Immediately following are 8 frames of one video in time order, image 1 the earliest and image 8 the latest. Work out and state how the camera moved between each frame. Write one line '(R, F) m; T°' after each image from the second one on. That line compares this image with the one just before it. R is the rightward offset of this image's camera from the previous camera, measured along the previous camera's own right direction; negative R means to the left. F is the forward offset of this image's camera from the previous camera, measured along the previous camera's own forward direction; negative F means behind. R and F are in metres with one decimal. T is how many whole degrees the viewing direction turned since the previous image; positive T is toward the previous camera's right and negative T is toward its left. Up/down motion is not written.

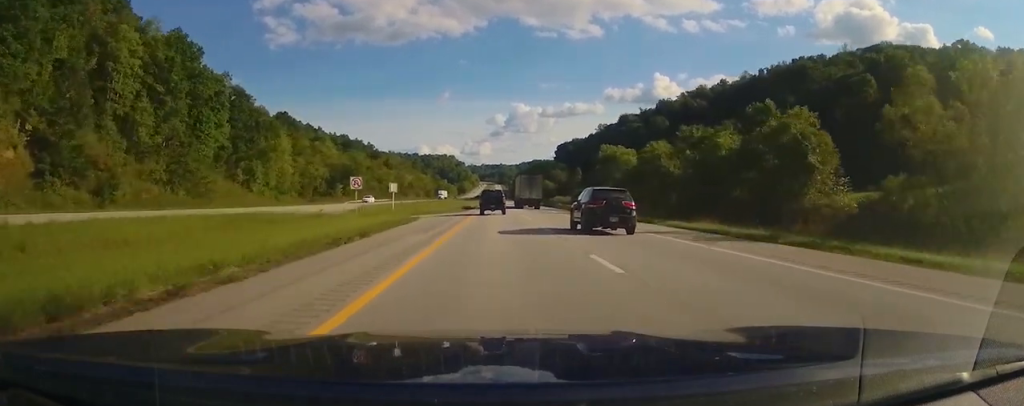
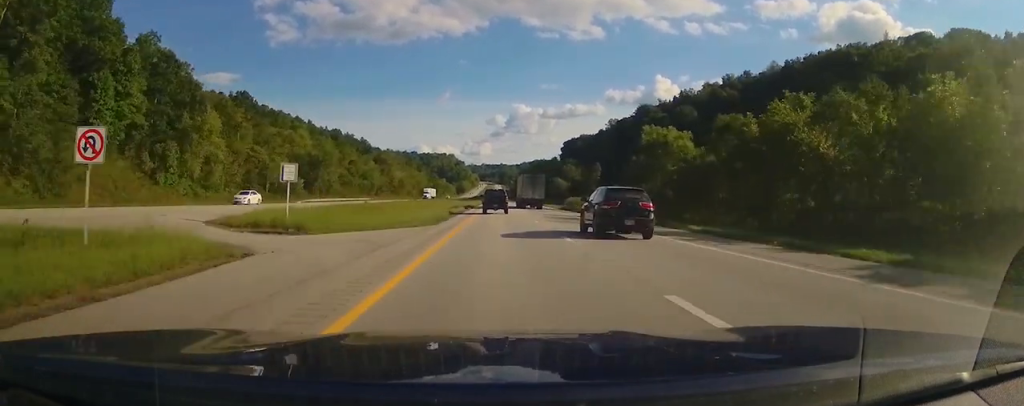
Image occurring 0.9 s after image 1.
(+0.3, +29.9) m; 0°
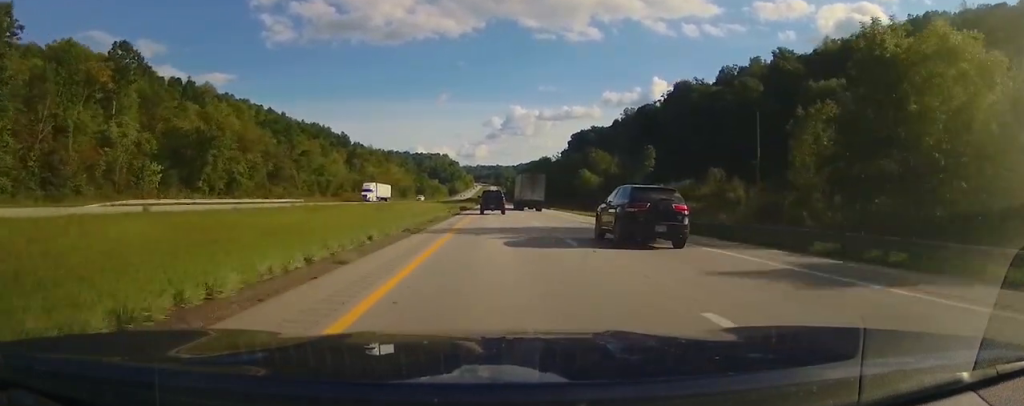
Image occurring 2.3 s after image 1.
(-0.2, +50.4) m; 0°
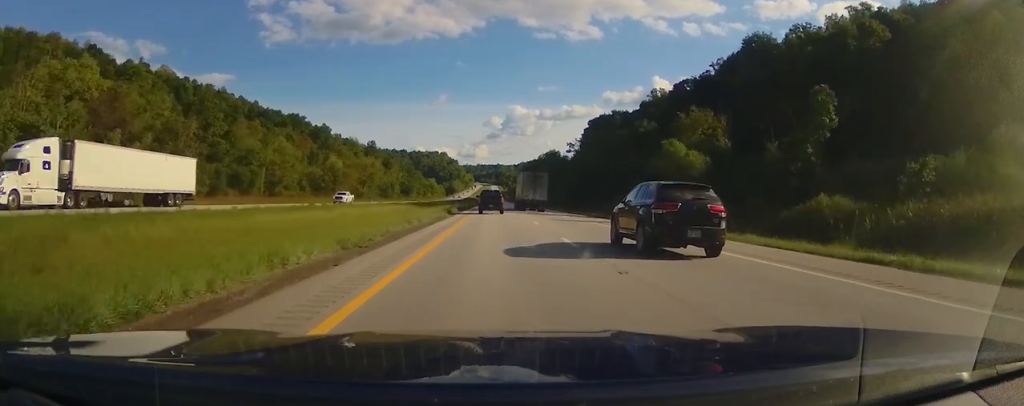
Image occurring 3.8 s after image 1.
(+0.4, +50.1) m; 0°
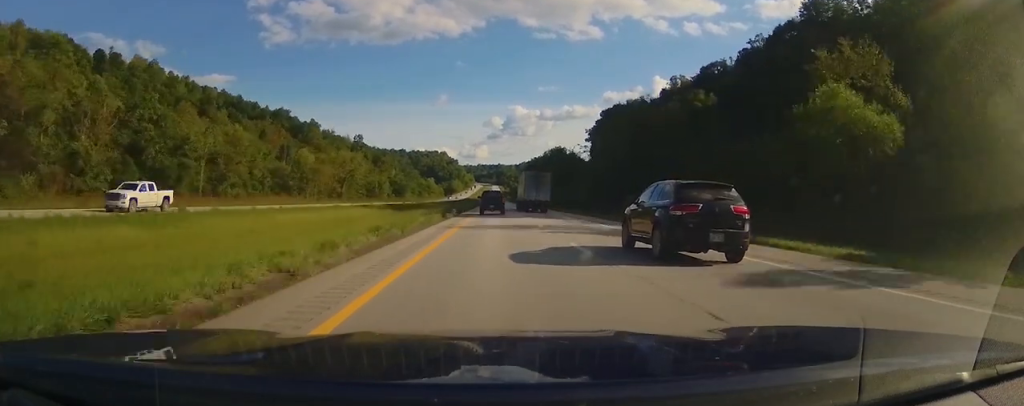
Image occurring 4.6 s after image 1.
(0.0, +26.0) m; 0°
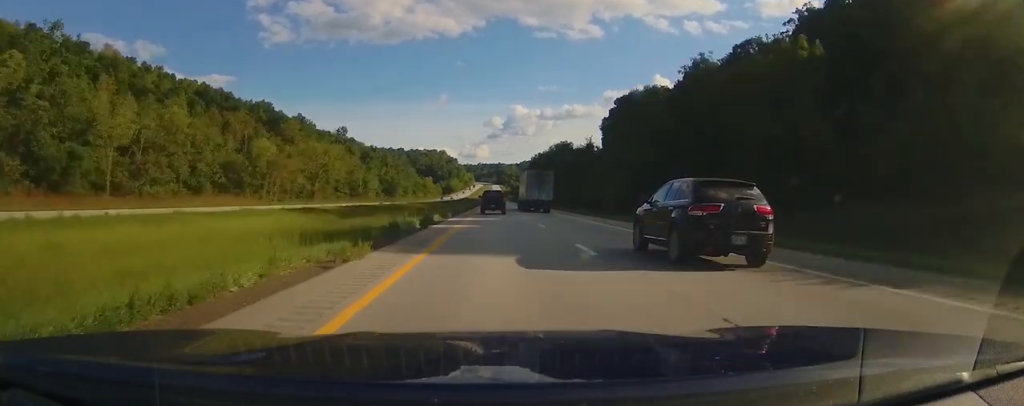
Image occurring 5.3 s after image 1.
(0.0, +24.8) m; 0°
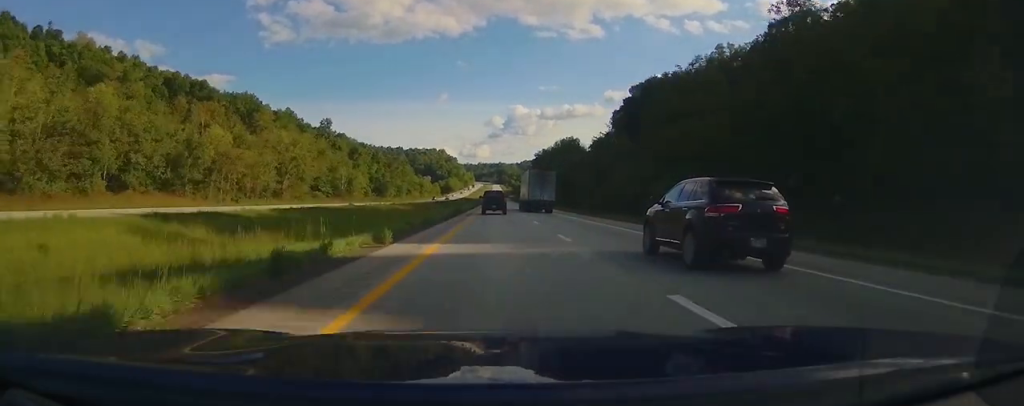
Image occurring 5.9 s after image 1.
(0.0, +20.3) m; 0°
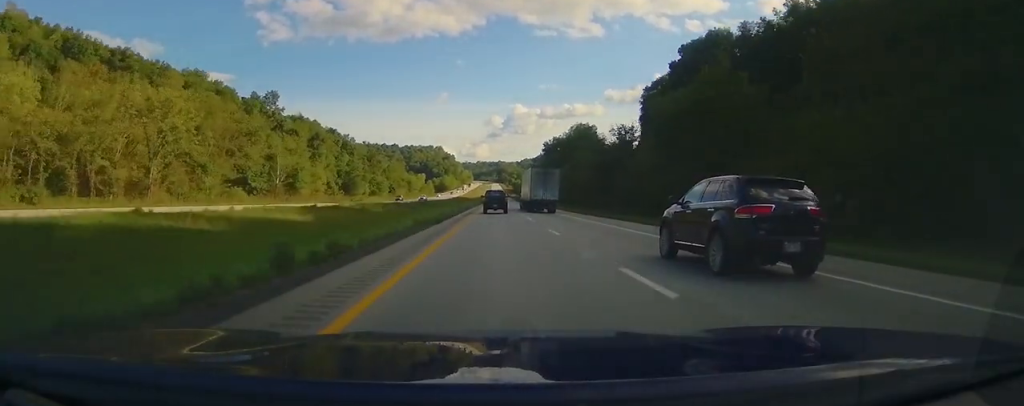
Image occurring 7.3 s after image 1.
(+0.2, +46.3) m; +1°
